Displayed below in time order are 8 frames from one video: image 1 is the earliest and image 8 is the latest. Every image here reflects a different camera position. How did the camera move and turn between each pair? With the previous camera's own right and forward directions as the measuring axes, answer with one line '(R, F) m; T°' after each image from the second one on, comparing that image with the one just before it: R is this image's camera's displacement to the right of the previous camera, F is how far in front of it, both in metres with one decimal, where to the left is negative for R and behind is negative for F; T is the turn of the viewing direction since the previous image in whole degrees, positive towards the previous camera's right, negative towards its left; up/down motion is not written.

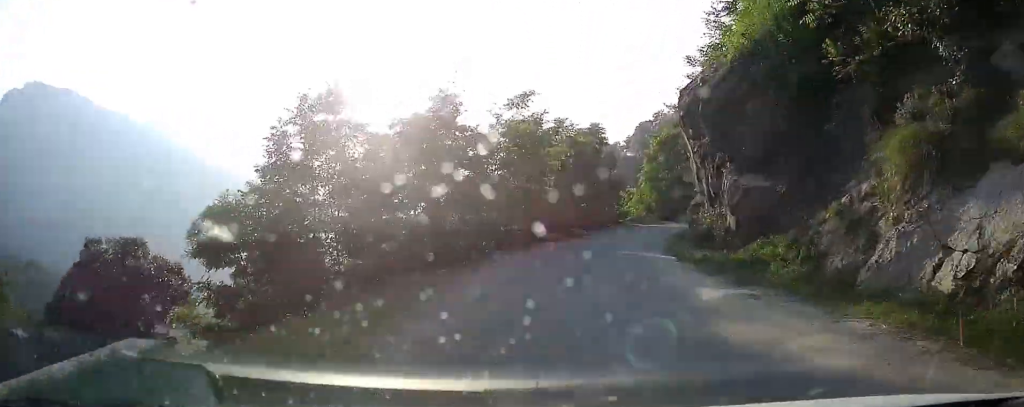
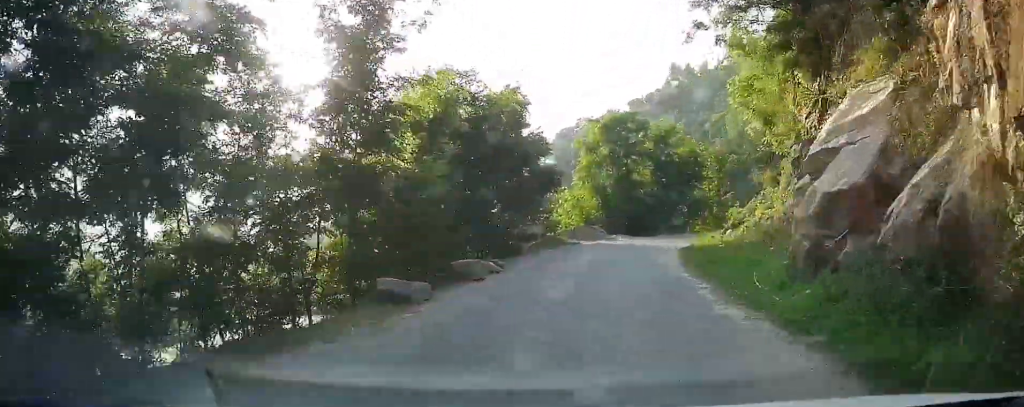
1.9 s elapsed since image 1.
(+0.6, +15.9) m; +4°
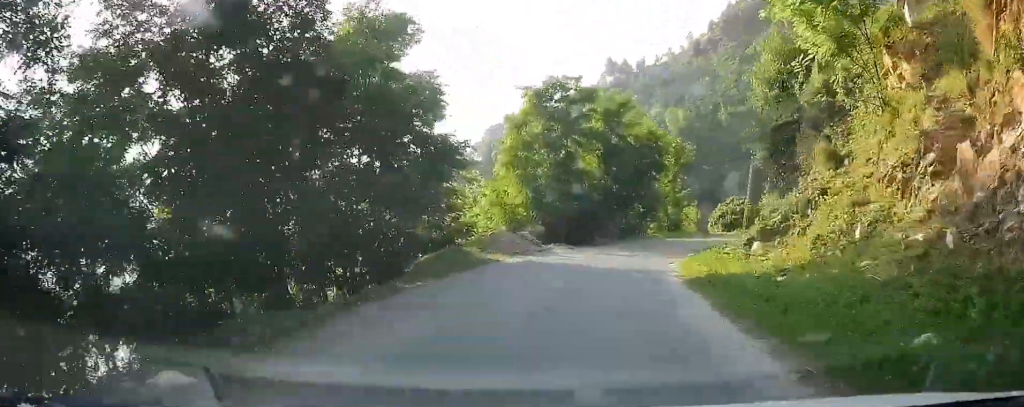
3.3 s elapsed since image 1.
(+0.1, +11.3) m; +4°
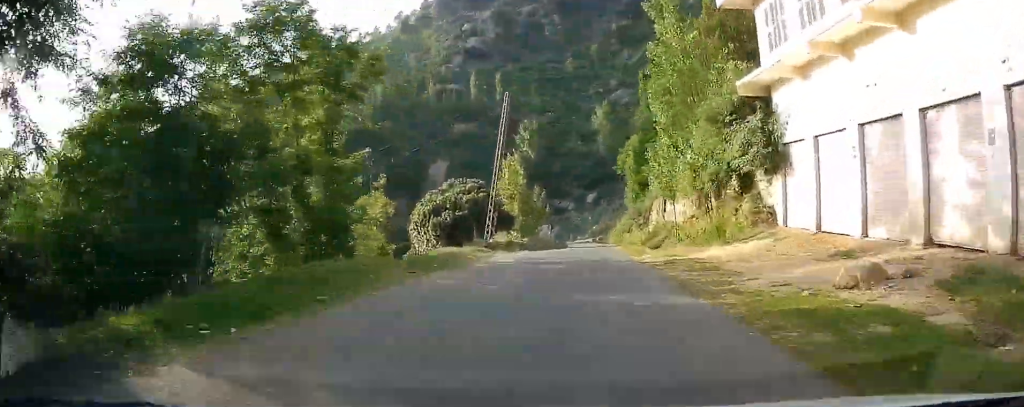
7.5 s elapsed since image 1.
(+6.6, +32.4) m; +27°
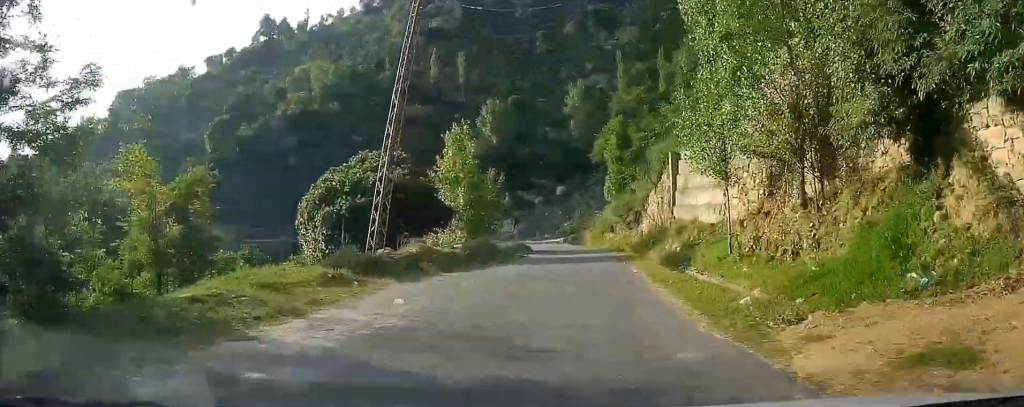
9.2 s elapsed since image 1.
(+1.7, +14.4) m; +9°
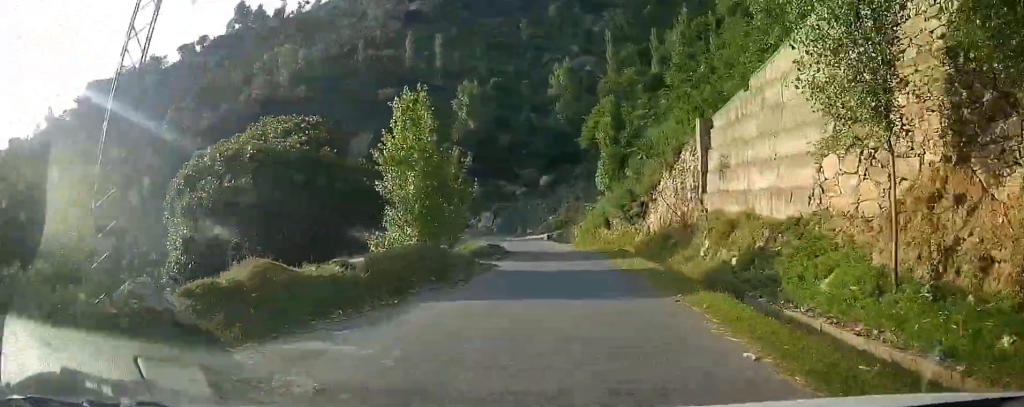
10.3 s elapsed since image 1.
(+0.3, +9.3) m; +2°
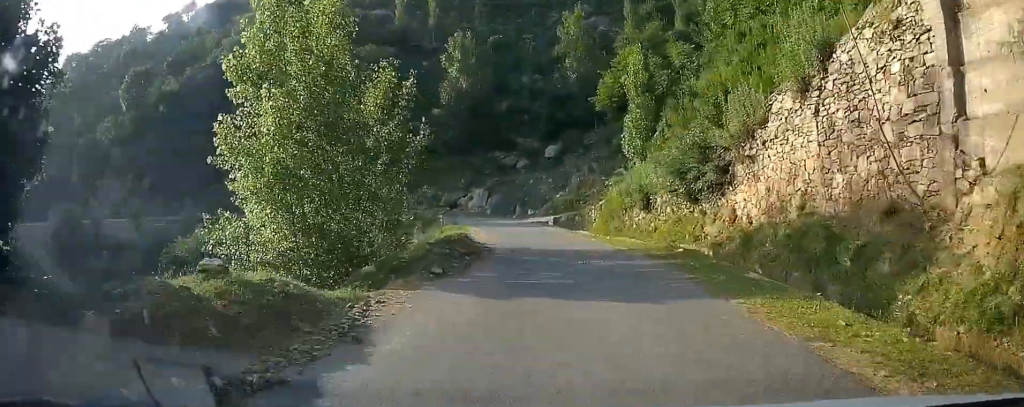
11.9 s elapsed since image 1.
(+0.4, +14.7) m; +1°
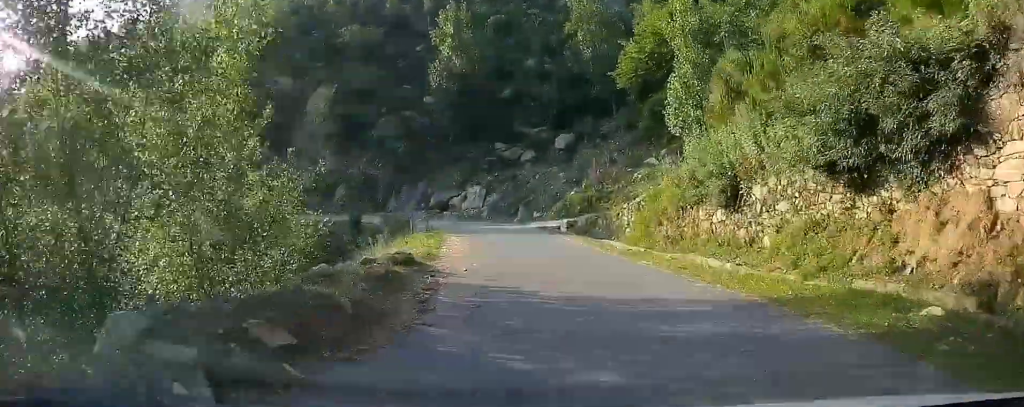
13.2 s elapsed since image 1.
(+0.3, +11.3) m; -1°
